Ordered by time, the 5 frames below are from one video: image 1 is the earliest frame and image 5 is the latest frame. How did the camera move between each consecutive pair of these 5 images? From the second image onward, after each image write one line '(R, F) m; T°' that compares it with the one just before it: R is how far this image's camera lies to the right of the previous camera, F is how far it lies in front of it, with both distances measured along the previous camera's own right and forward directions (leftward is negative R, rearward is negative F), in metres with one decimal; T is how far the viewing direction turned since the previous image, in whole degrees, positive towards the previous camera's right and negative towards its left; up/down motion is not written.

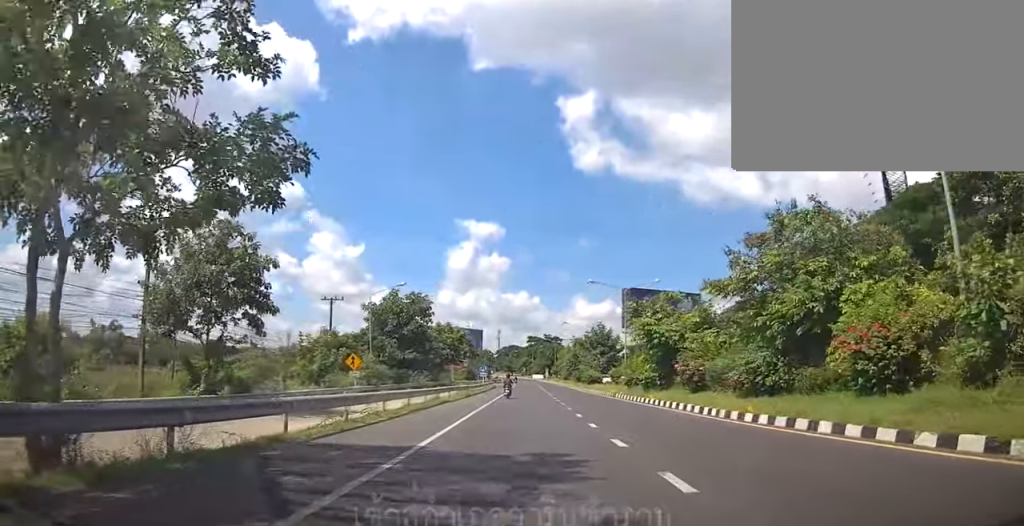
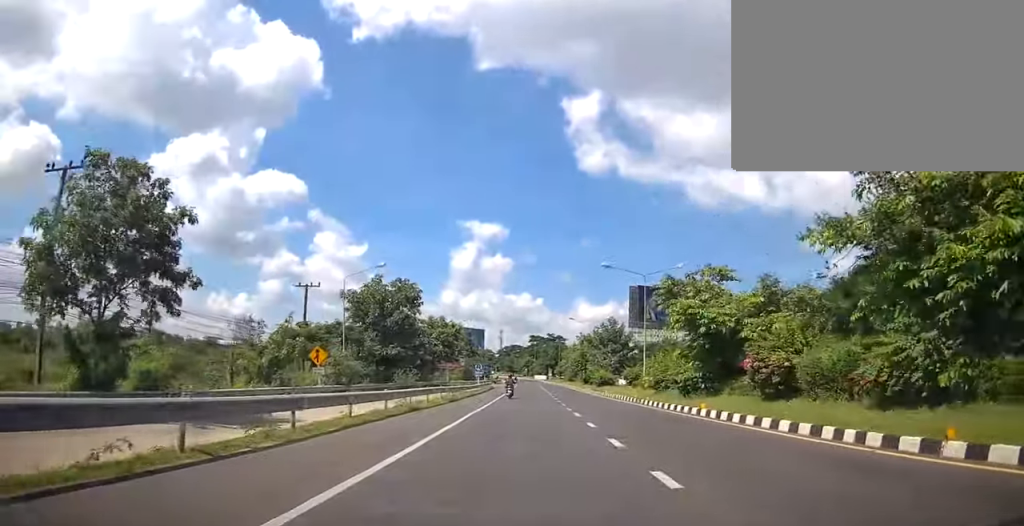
(-0.1, +7.8) m; -1°
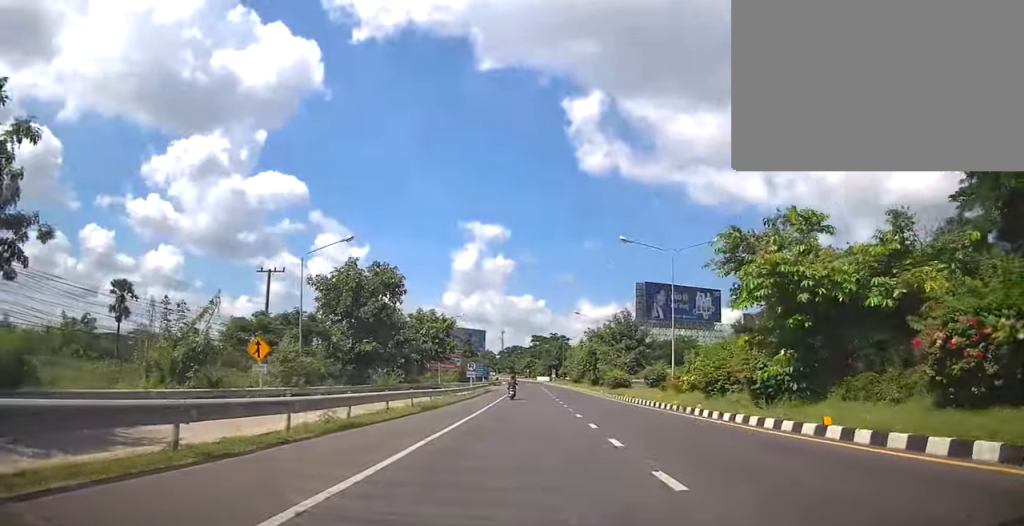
(0.0, +8.3) m; 0°
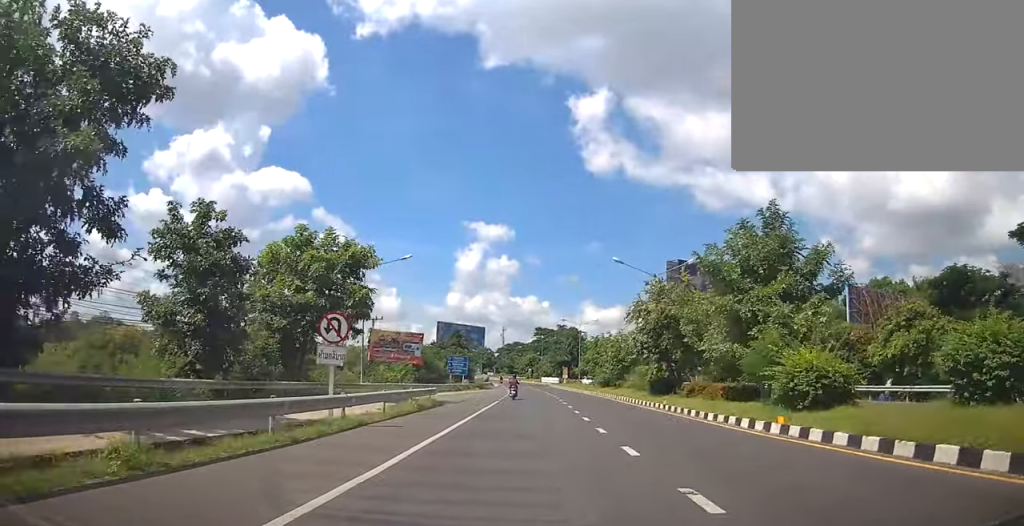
(+1.7, +33.6) m; +3°
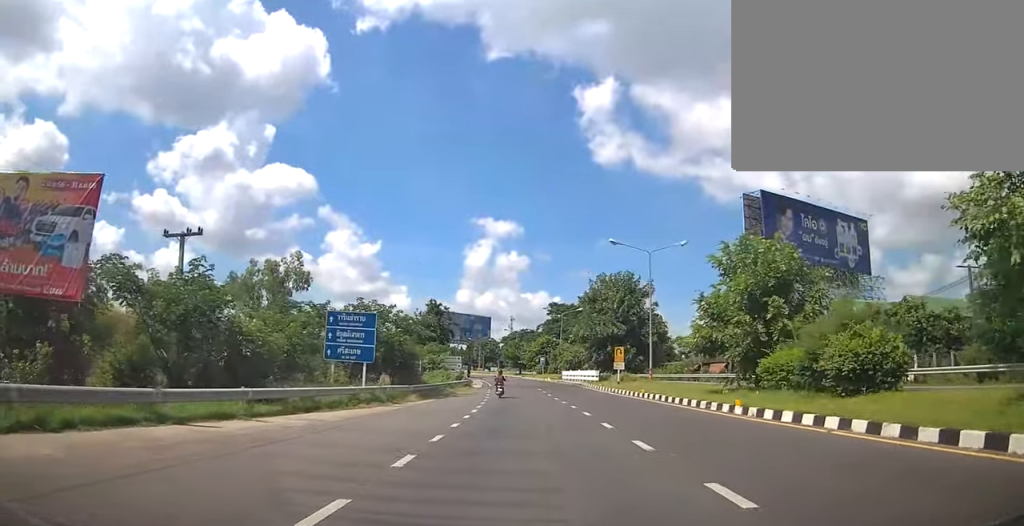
(-2.3, +44.4) m; -3°
